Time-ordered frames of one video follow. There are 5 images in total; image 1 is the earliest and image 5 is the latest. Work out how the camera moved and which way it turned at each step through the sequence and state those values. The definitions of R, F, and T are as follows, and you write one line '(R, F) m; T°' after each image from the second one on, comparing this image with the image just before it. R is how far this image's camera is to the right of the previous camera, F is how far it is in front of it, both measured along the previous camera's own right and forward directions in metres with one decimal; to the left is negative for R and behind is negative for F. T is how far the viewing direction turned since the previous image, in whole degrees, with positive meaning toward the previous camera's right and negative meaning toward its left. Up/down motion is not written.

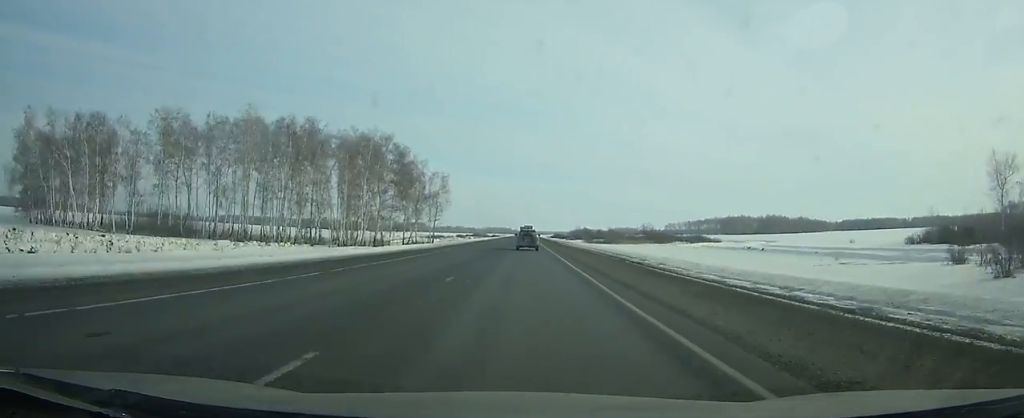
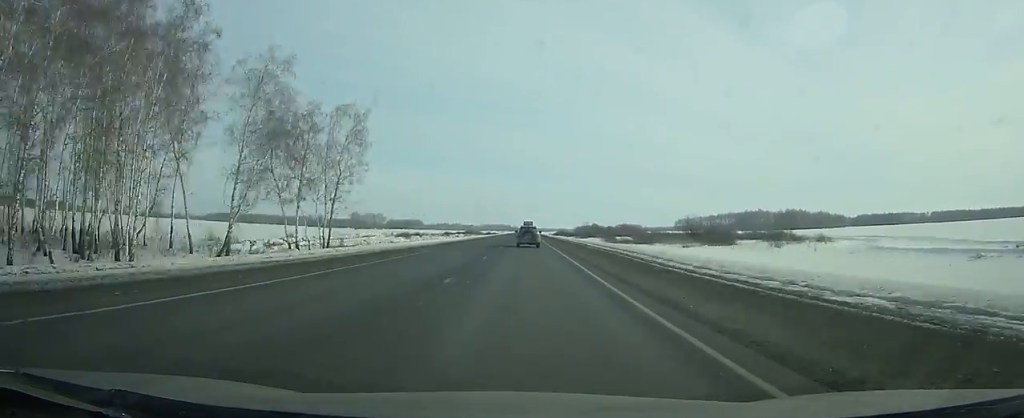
(0.0, +61.1) m; 0°
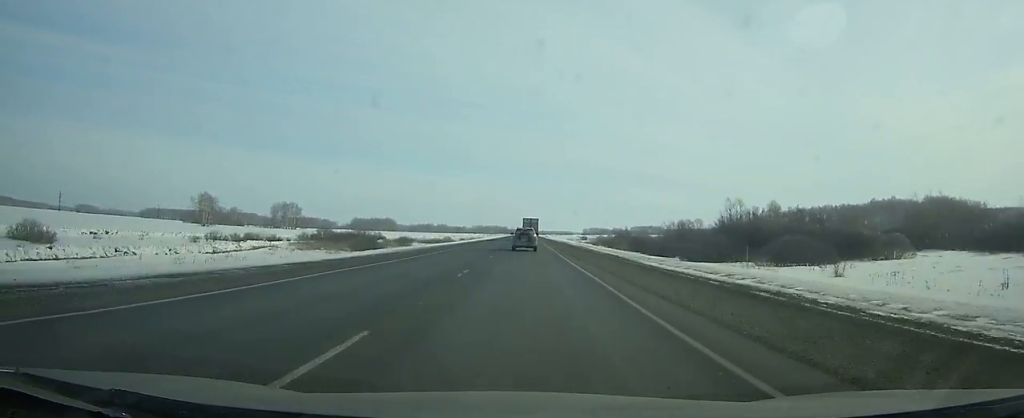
(+0.5, +271.0) m; 0°
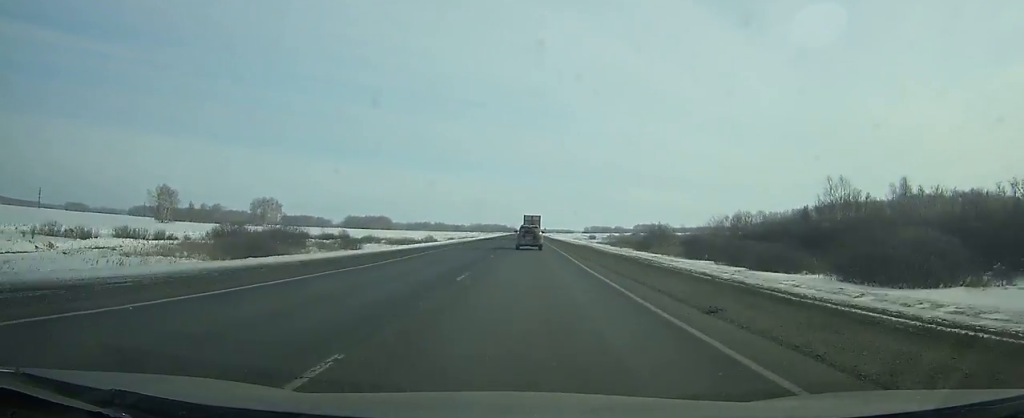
(0.0, +35.9) m; 0°
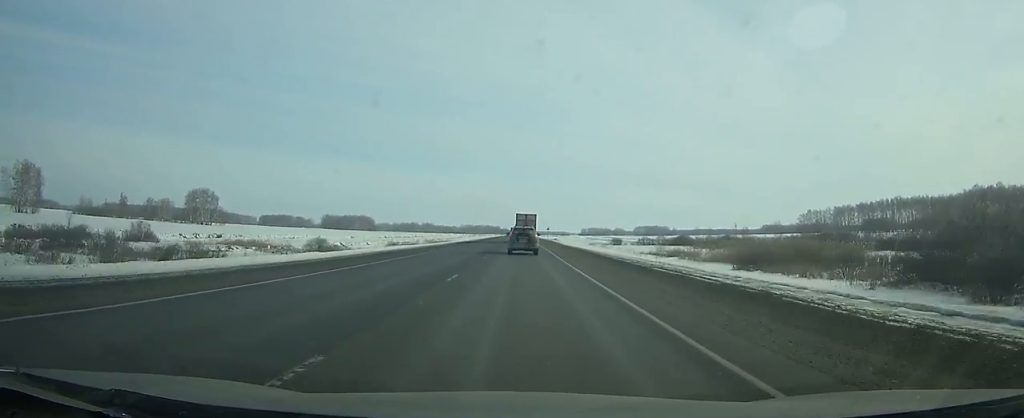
(+0.1, +84.0) m; 0°
